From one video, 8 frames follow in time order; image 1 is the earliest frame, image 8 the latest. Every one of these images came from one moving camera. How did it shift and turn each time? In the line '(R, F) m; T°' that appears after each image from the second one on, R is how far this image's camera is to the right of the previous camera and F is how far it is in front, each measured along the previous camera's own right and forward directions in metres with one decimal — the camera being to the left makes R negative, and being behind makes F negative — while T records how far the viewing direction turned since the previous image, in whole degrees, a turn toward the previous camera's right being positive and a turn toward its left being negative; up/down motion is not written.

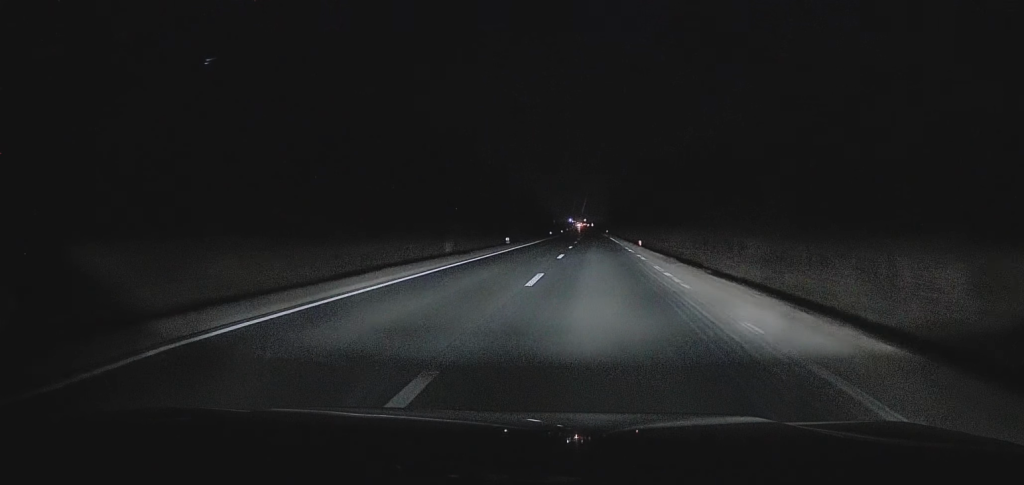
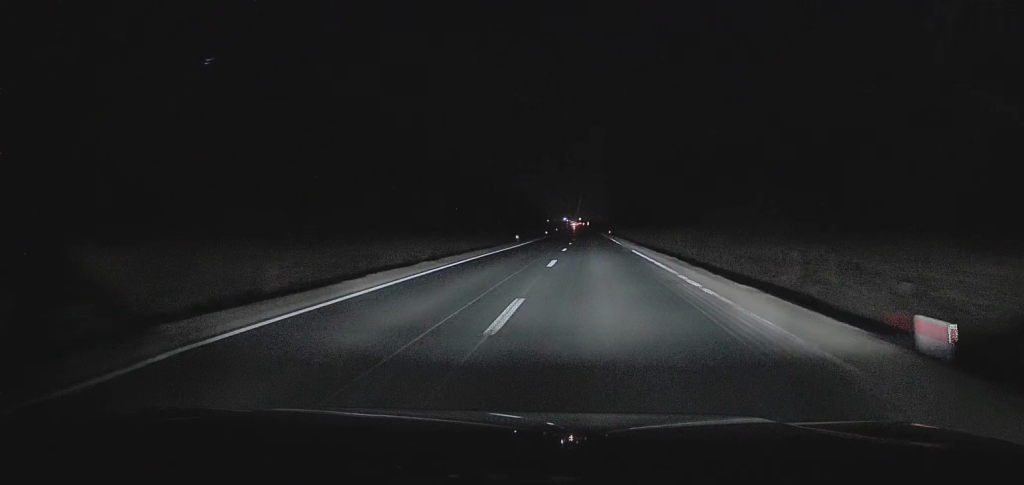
(0.0, +47.5) m; 0°
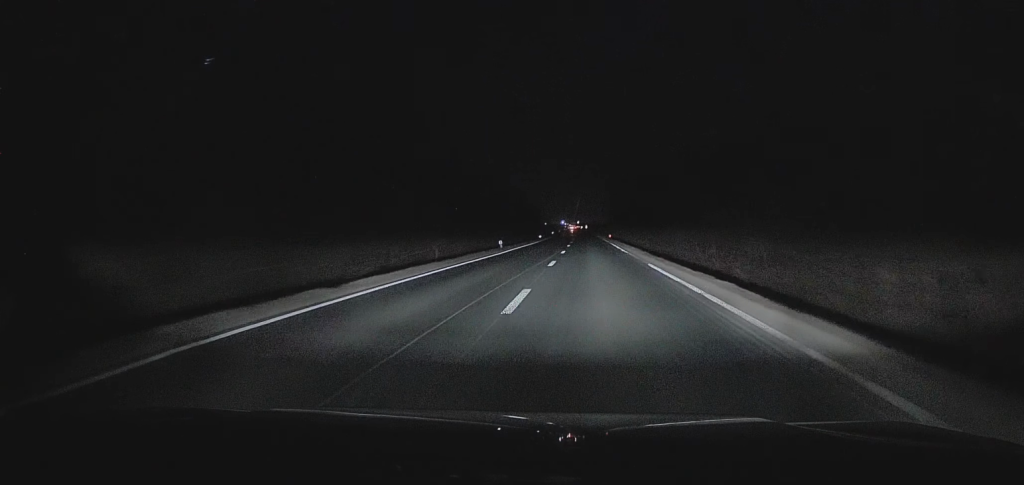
(0.0, +11.5) m; 0°
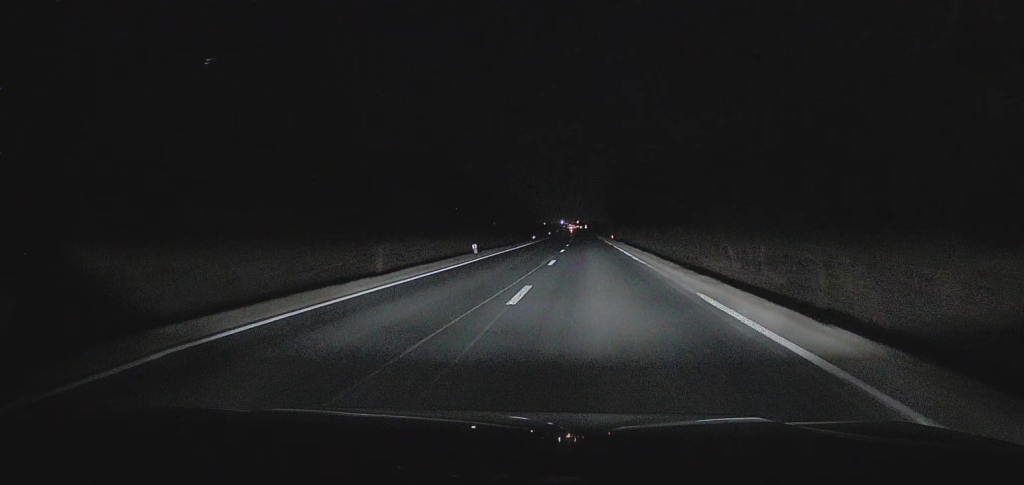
(0.0, +12.5) m; 0°
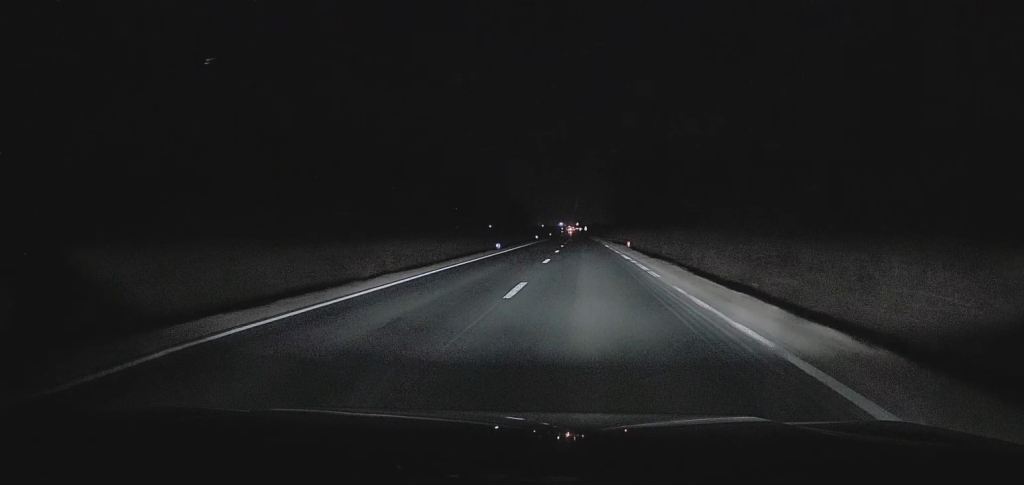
(0.0, +40.3) m; 0°
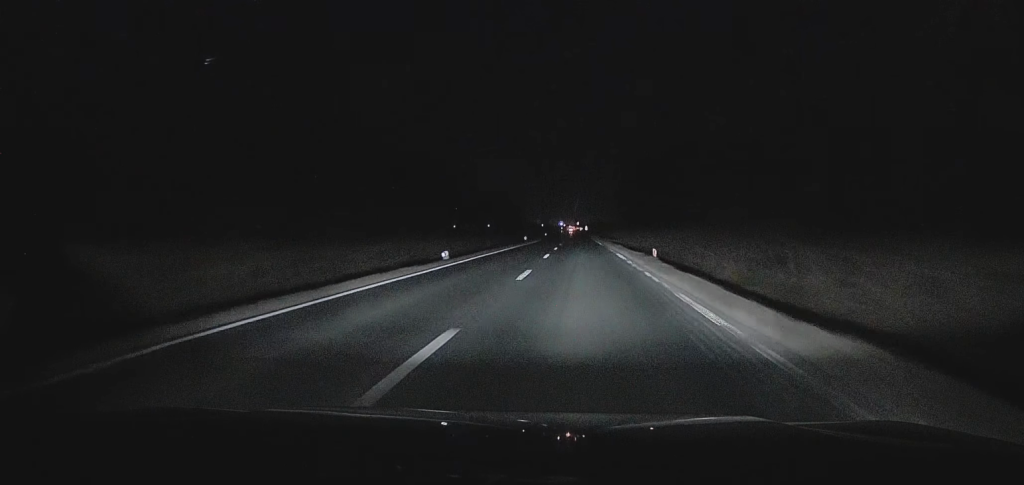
(0.0, +22.6) m; 0°
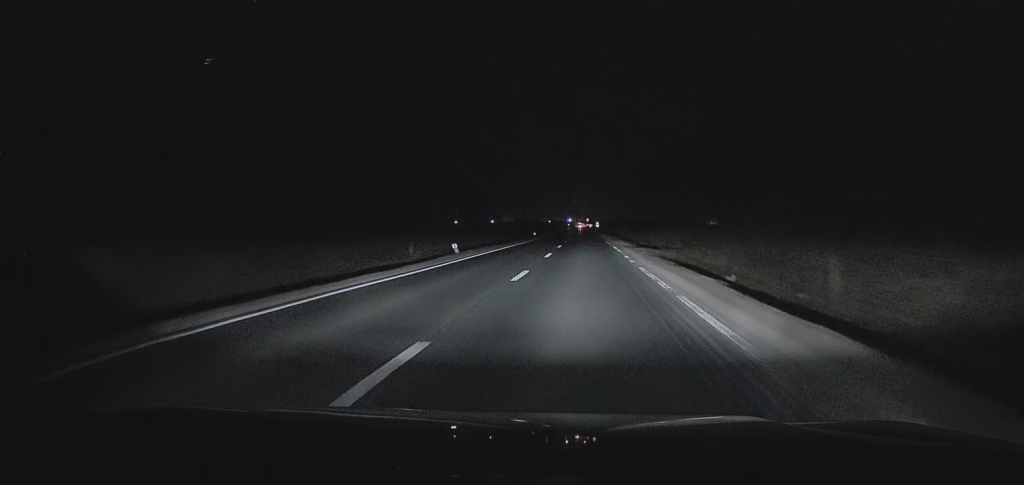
(-0.5, +53.0) m; -1°
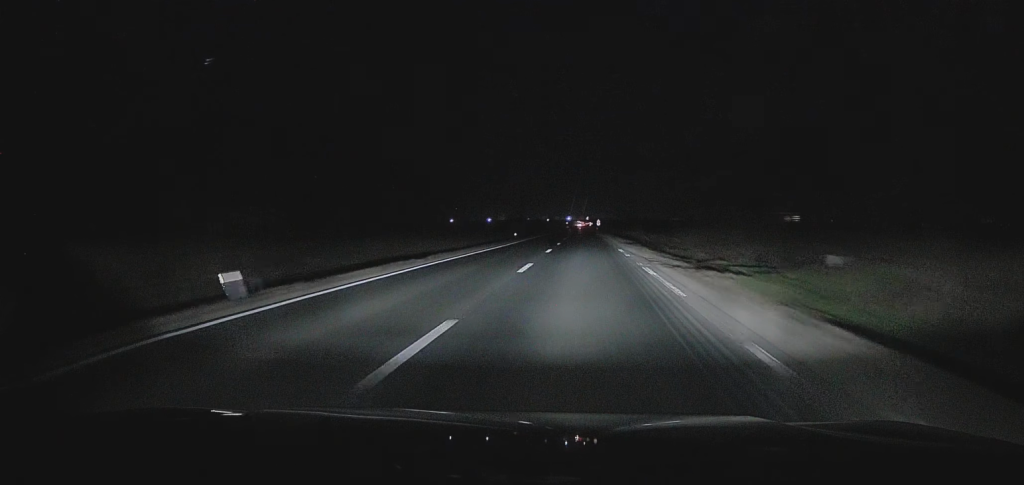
(+0.1, +23.0) m; +1°
